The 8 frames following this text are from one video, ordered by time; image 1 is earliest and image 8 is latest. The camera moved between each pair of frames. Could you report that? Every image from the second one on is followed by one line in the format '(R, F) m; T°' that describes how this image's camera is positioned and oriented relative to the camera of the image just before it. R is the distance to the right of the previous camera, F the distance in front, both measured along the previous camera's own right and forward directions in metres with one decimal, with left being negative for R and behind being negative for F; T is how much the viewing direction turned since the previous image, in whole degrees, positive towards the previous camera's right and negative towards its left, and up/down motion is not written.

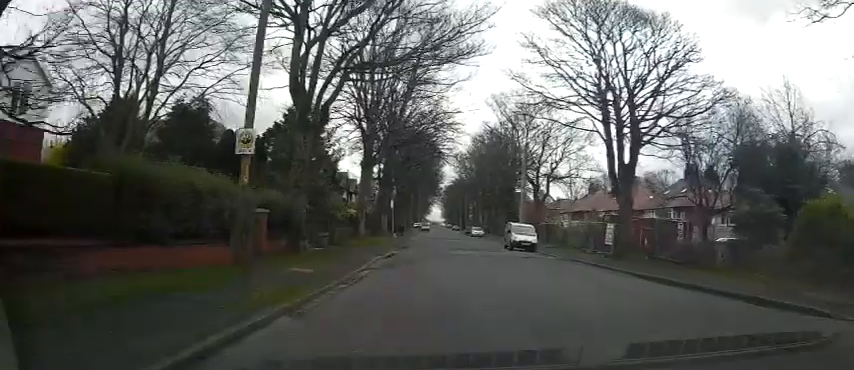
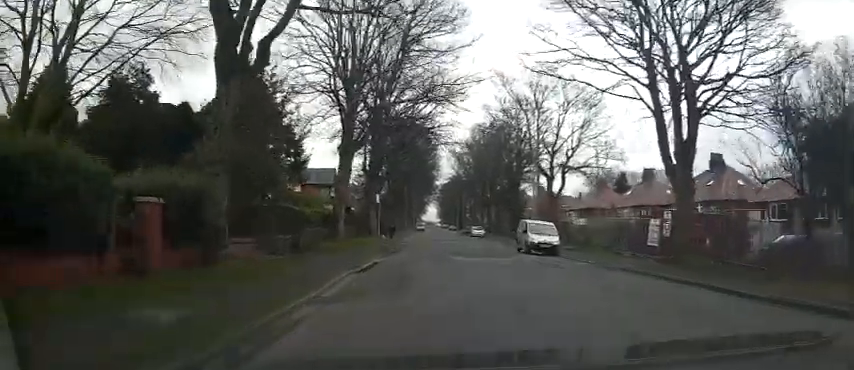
(+0.2, +6.9) m; +2°
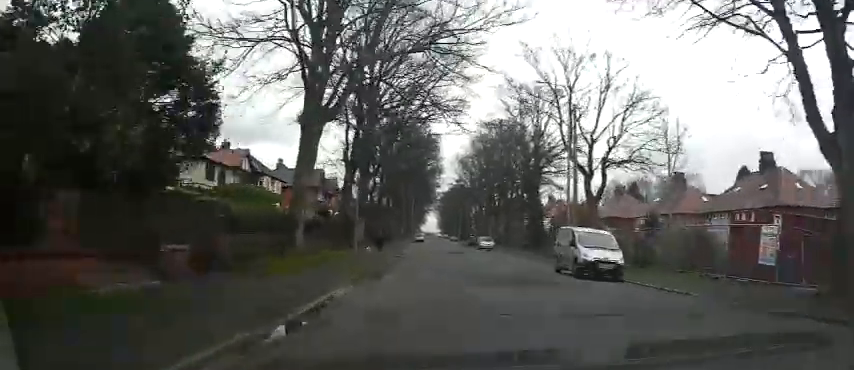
(+0.2, +9.2) m; +1°
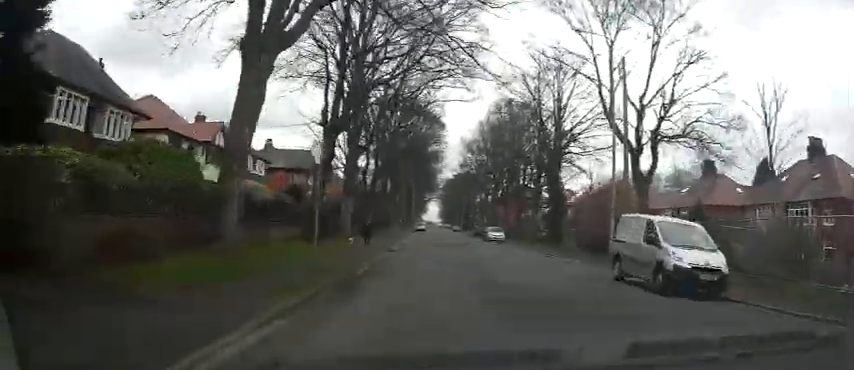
(0.0, +6.7) m; 0°
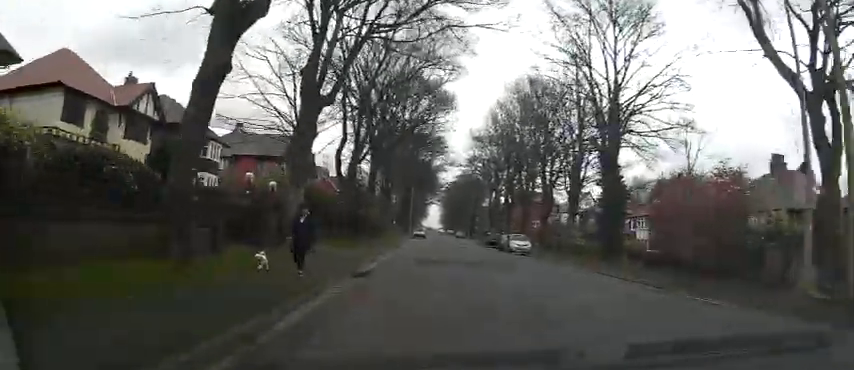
(0.0, +12.6) m; -1°
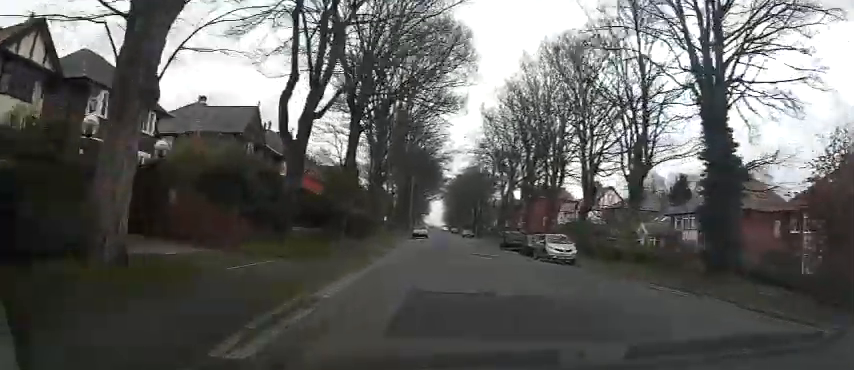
(-0.2, +11.4) m; -2°
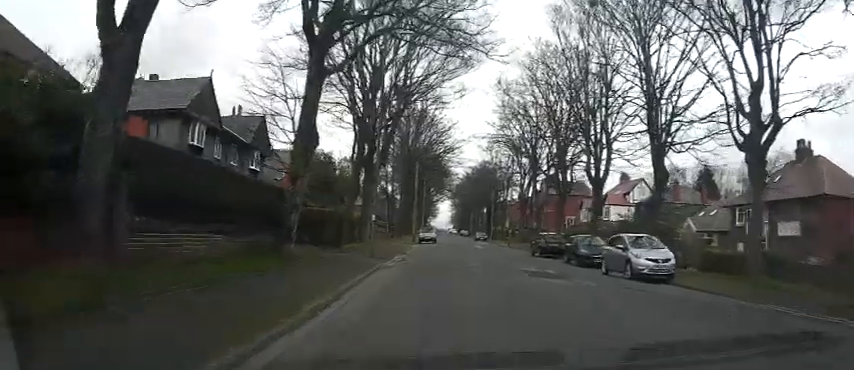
(-0.1, +11.2) m; +1°
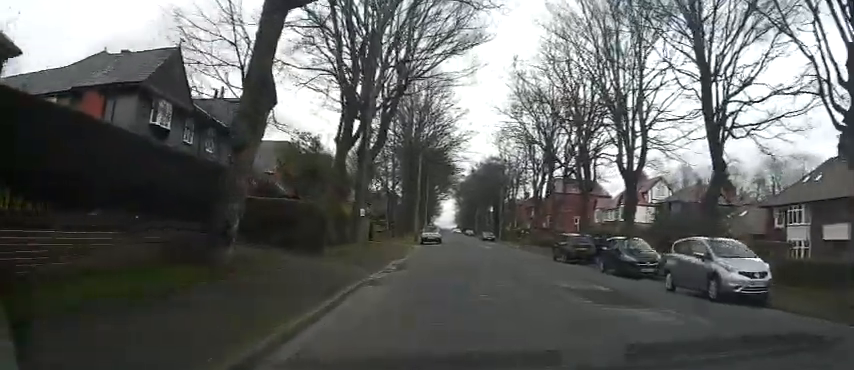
(+0.1, +5.6) m; 0°
